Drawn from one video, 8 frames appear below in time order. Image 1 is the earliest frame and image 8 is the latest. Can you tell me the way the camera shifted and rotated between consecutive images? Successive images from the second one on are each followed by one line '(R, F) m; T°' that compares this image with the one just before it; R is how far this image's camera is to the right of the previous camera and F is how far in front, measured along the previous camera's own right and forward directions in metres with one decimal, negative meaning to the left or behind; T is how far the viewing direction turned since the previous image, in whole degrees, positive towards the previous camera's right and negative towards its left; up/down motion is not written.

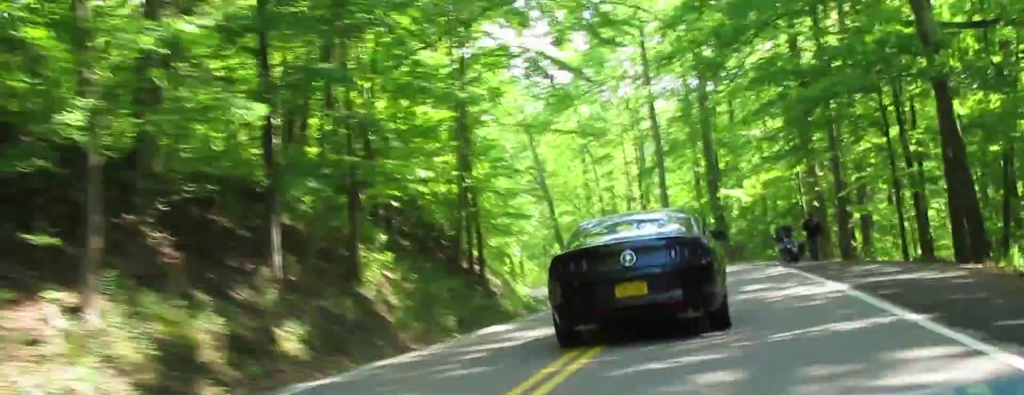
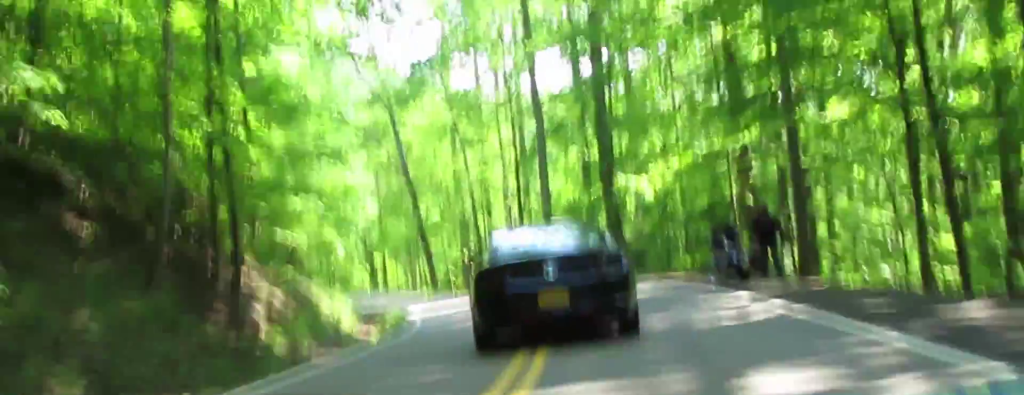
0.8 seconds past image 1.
(-1.0, +16.4) m; -4°
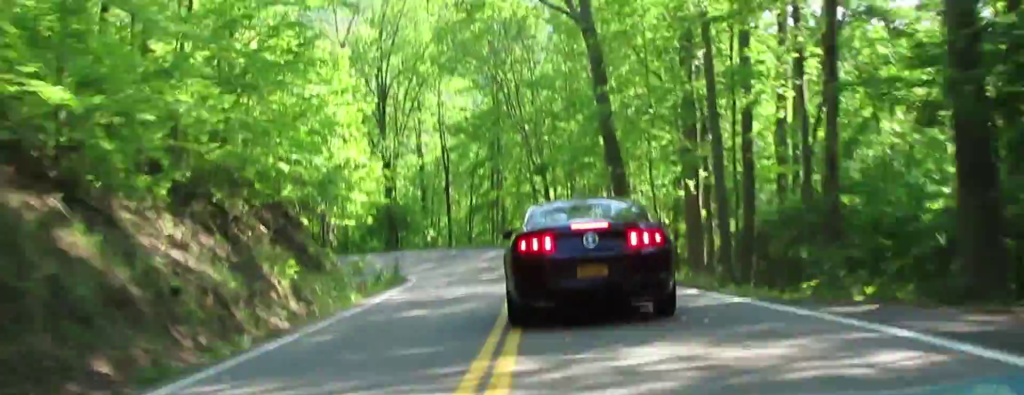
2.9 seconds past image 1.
(-2.6, +35.5) m; -12°
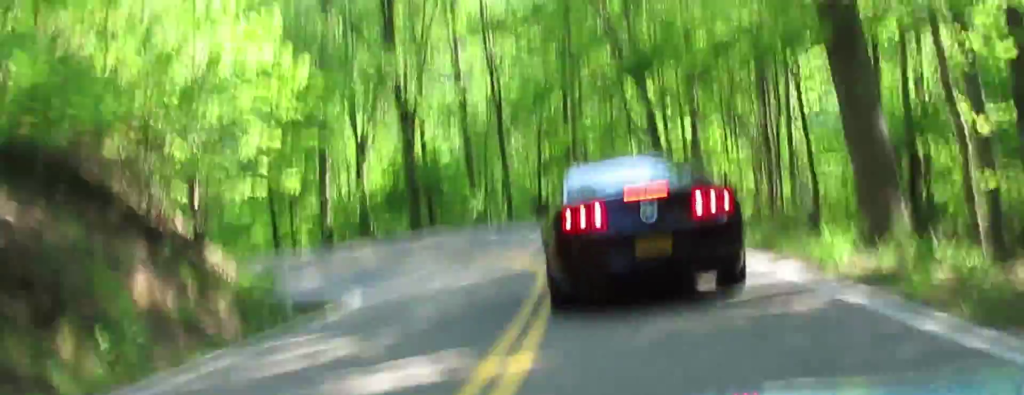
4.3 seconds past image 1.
(-1.9, +18.8) m; -15°
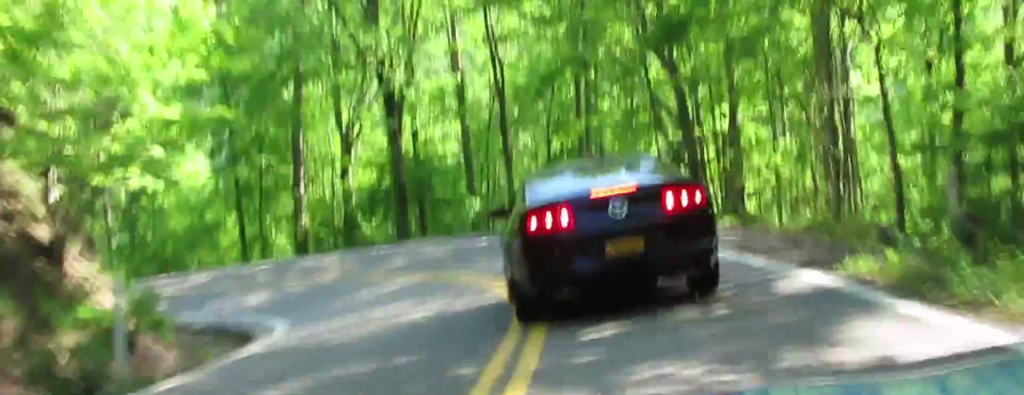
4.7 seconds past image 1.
(0.0, +5.4) m; -16°
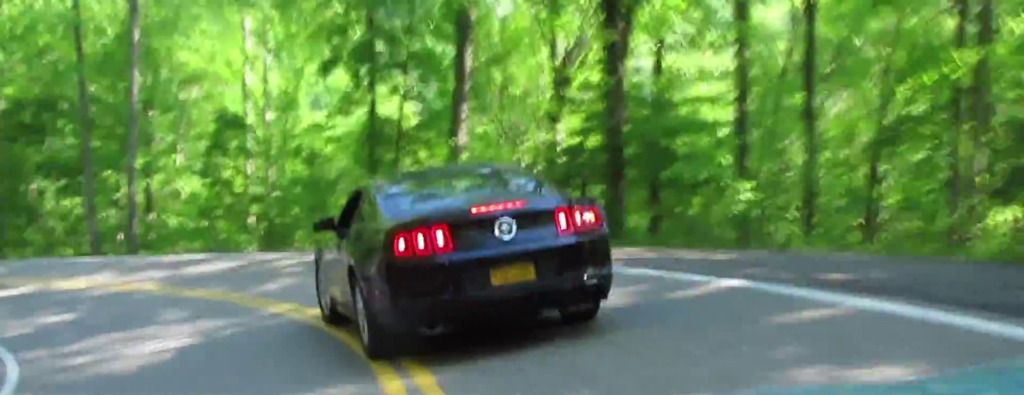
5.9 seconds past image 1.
(-5.0, +9.8) m; -50°
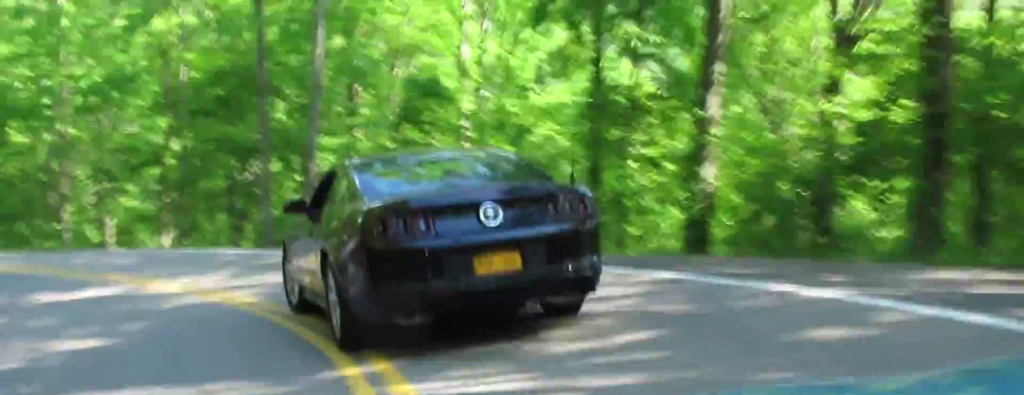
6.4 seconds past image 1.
(-1.2, +5.8) m; -10°
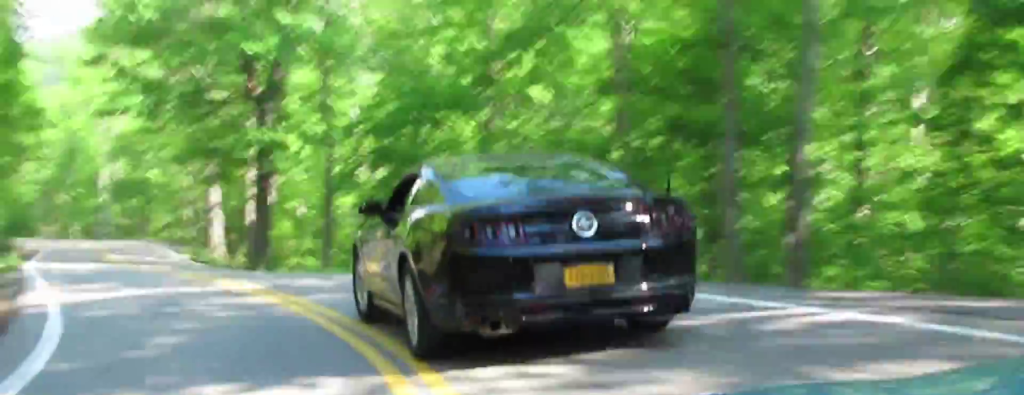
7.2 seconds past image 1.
(-1.0, +9.9) m; +7°
